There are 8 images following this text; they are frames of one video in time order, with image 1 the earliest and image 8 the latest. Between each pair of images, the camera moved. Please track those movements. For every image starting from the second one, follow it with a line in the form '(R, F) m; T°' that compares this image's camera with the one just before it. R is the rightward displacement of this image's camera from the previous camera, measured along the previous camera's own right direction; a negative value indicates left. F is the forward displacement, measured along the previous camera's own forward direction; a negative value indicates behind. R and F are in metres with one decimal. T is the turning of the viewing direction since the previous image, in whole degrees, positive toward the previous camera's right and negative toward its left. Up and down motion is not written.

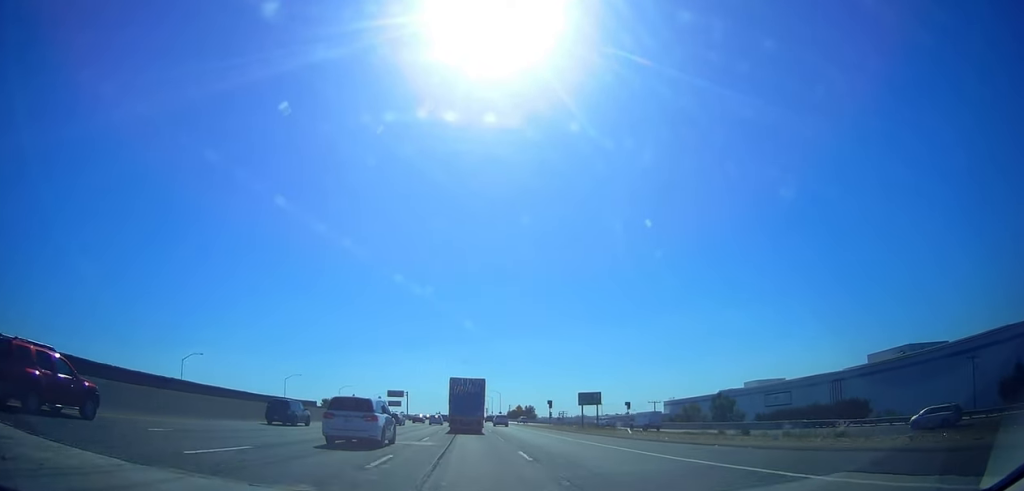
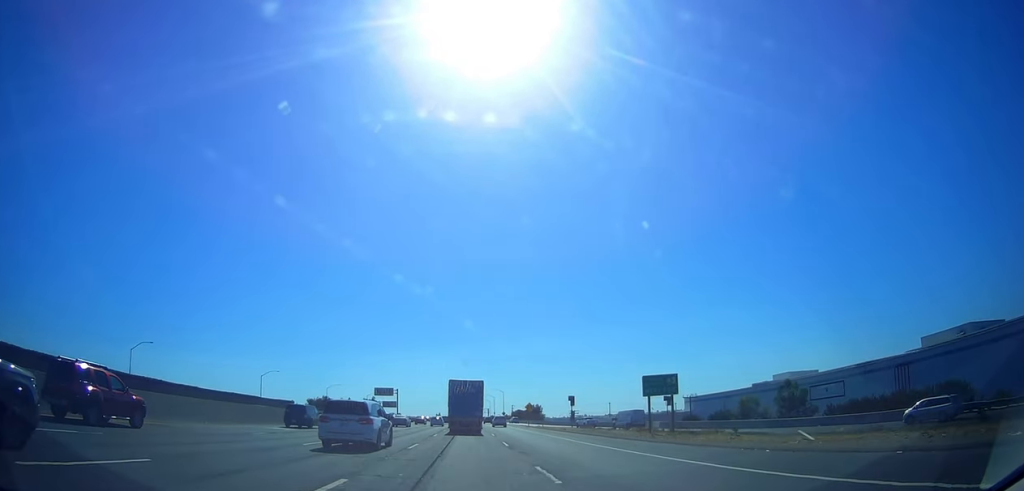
(0.0, +19.4) m; 0°
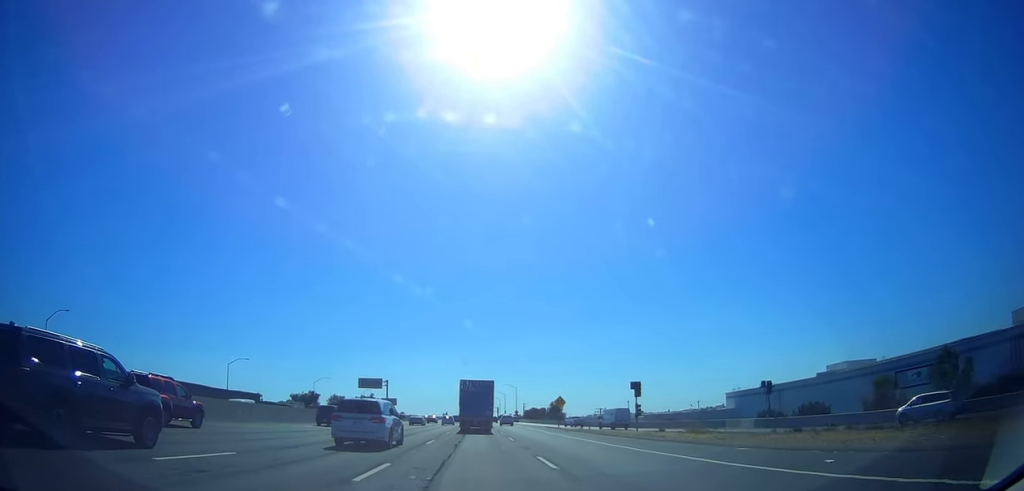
(0.0, +25.3) m; 0°
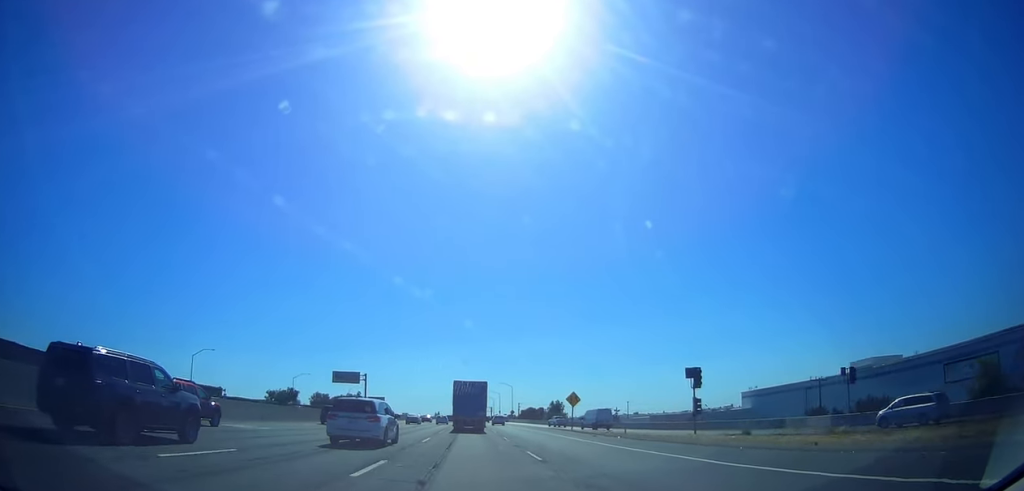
(0.0, +13.7) m; 0°
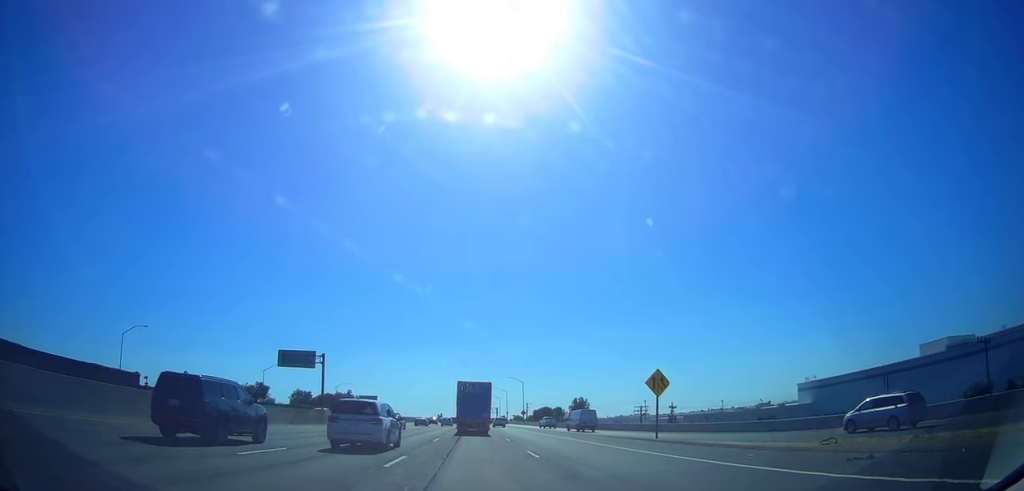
(0.0, +25.5) m; 0°
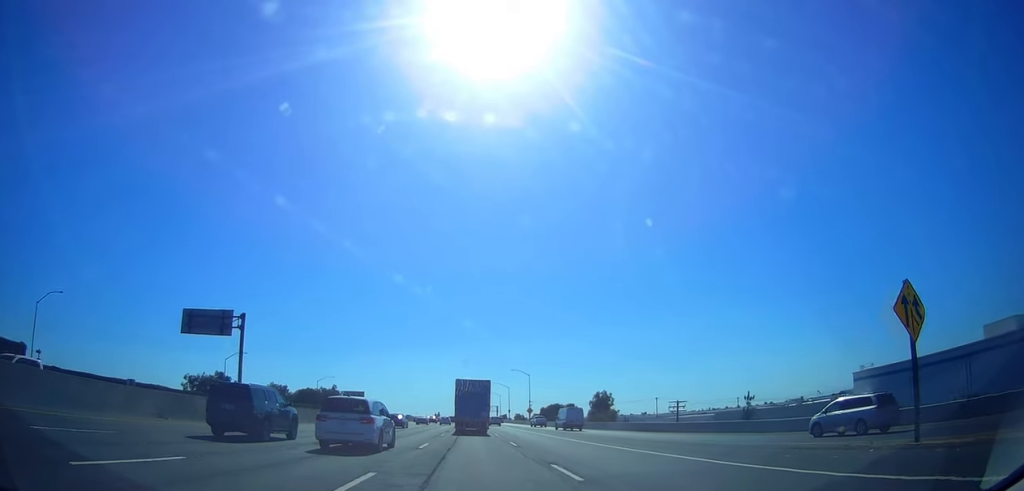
(0.0, +20.7) m; -1°
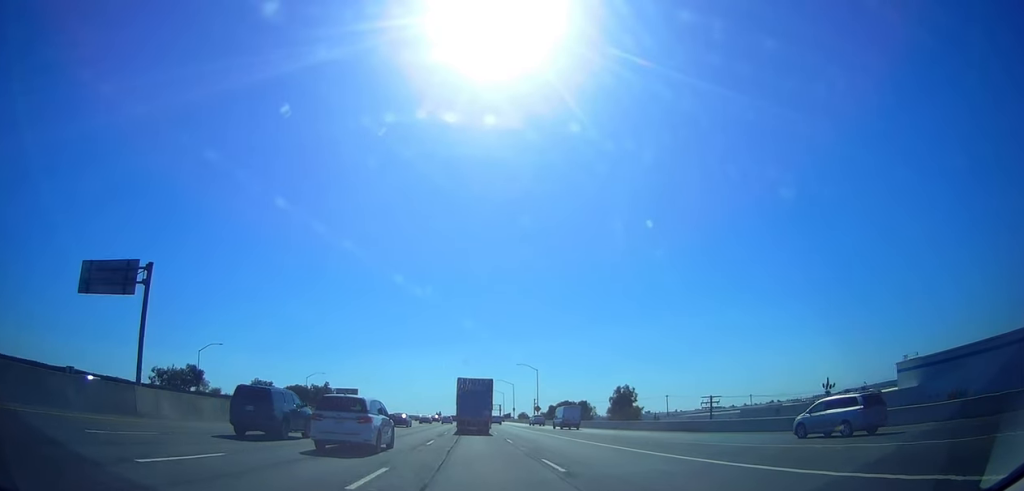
(0.0, +12.4) m; -1°
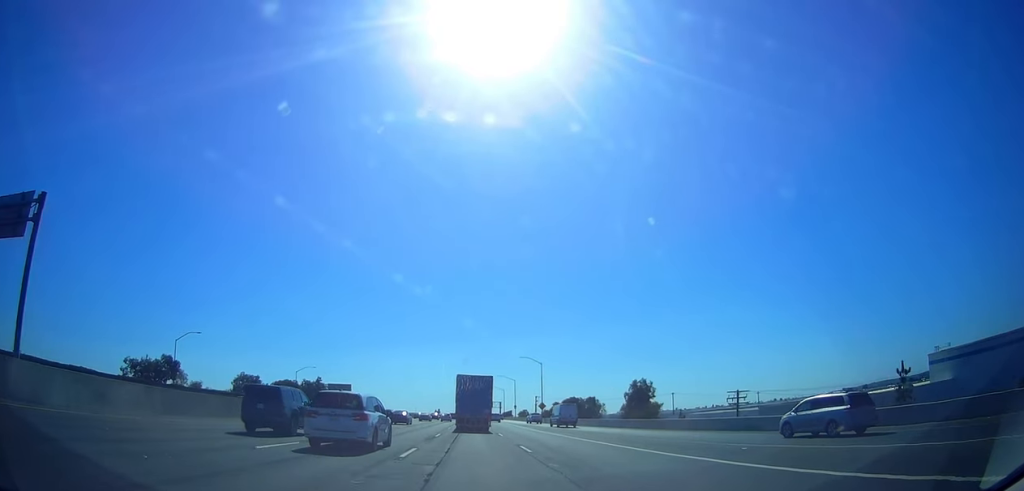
(-0.4, +8.5) m; 0°
